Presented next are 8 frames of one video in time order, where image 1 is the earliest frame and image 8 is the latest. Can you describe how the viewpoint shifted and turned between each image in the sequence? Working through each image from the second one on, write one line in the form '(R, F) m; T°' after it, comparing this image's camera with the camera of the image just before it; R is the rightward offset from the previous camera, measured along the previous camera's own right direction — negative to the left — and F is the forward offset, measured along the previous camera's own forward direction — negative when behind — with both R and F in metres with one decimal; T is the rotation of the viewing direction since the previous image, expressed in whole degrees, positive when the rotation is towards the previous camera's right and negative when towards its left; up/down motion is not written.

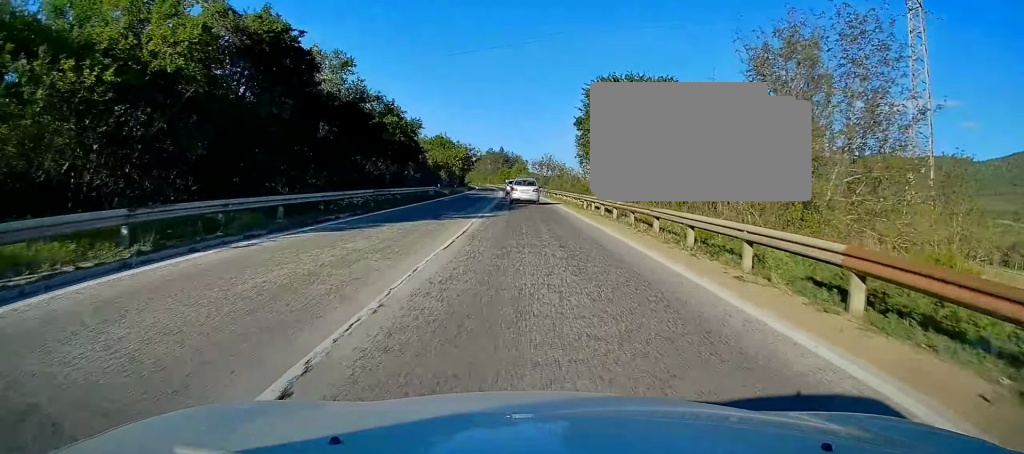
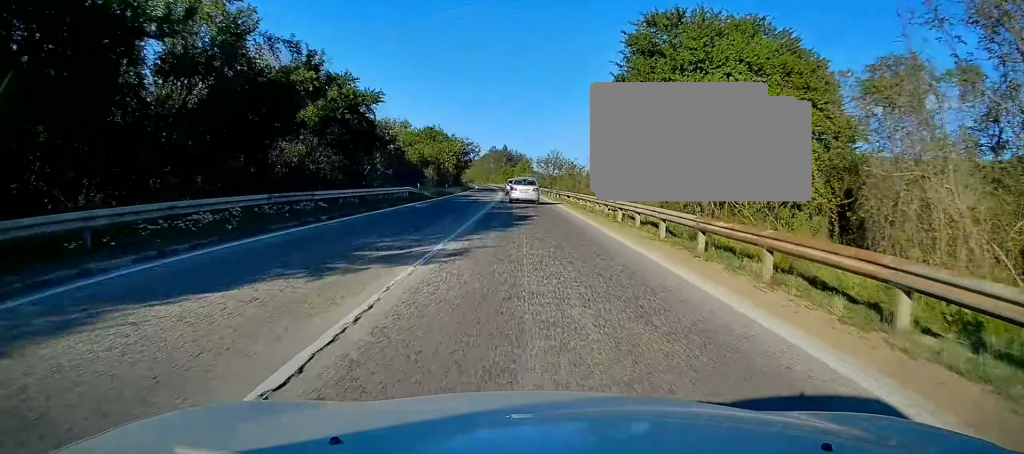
(-0.1, +12.5) m; -1°
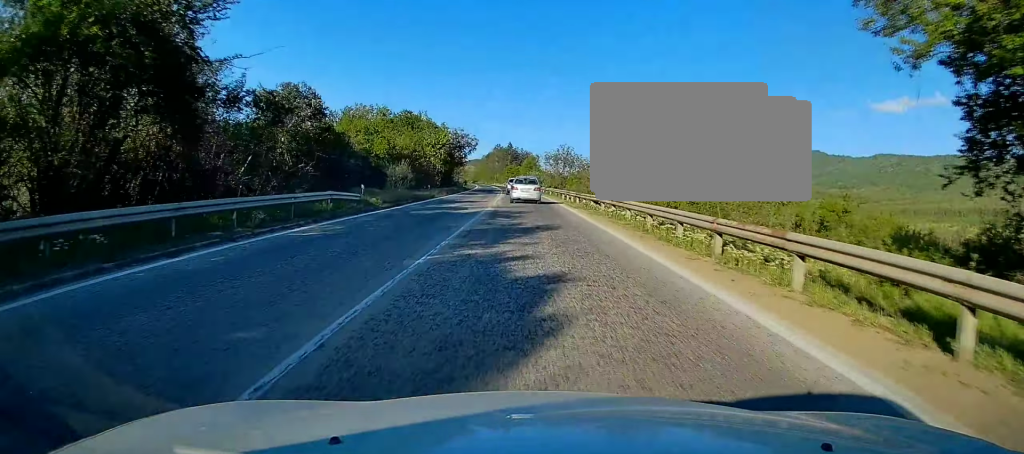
(-0.2, +16.3) m; 0°
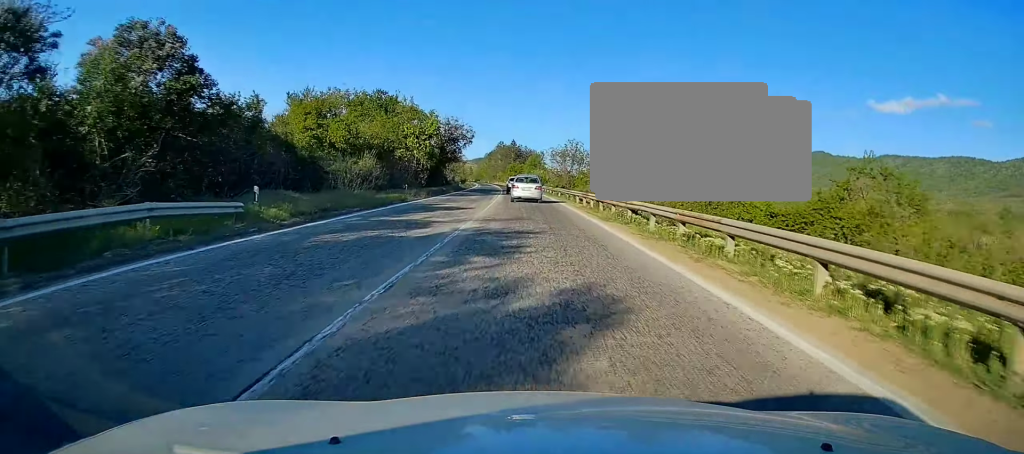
(-0.2, +11.5) m; 0°
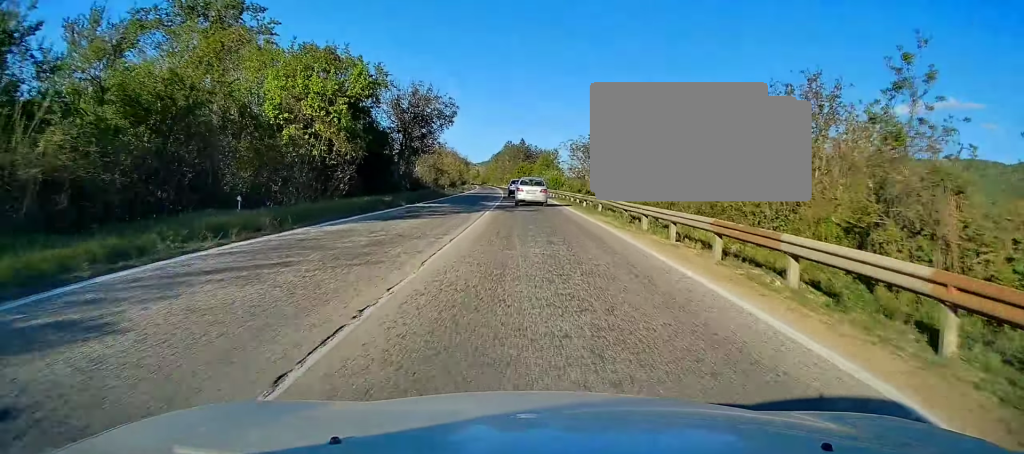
(+0.1, +25.5) m; 0°
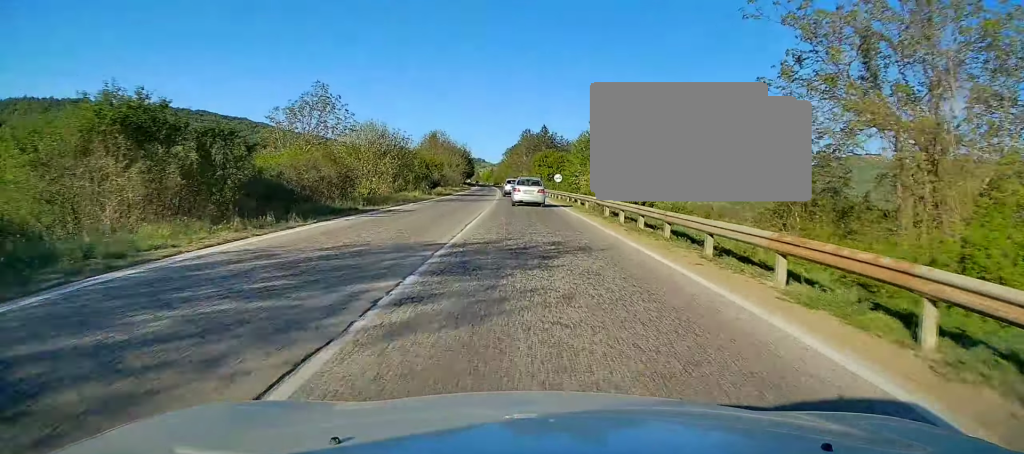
(-1.7, +64.3) m; -2°
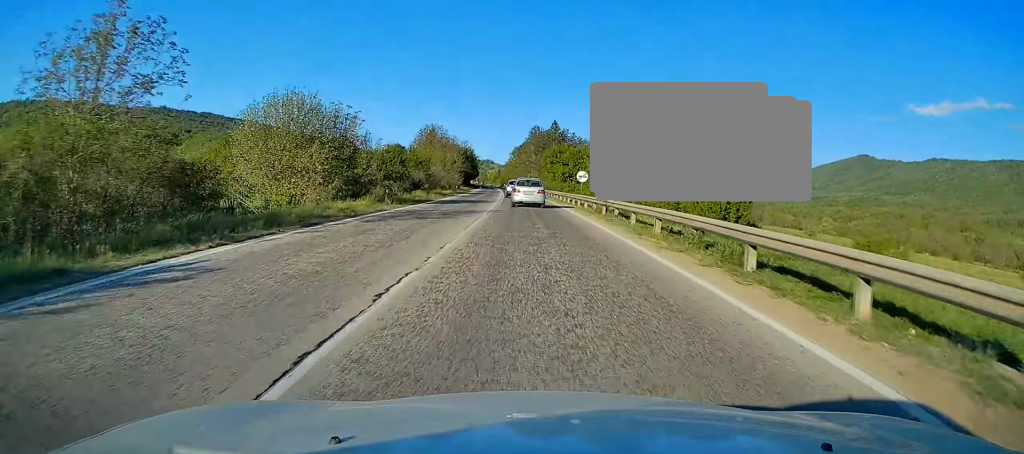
(+0.2, +17.6) m; -1°
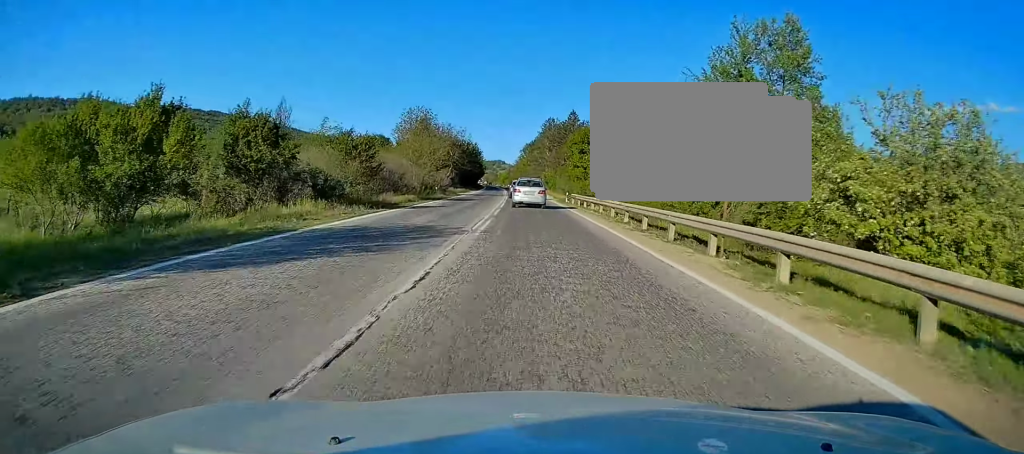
(-0.3, +27.9) m; -1°
